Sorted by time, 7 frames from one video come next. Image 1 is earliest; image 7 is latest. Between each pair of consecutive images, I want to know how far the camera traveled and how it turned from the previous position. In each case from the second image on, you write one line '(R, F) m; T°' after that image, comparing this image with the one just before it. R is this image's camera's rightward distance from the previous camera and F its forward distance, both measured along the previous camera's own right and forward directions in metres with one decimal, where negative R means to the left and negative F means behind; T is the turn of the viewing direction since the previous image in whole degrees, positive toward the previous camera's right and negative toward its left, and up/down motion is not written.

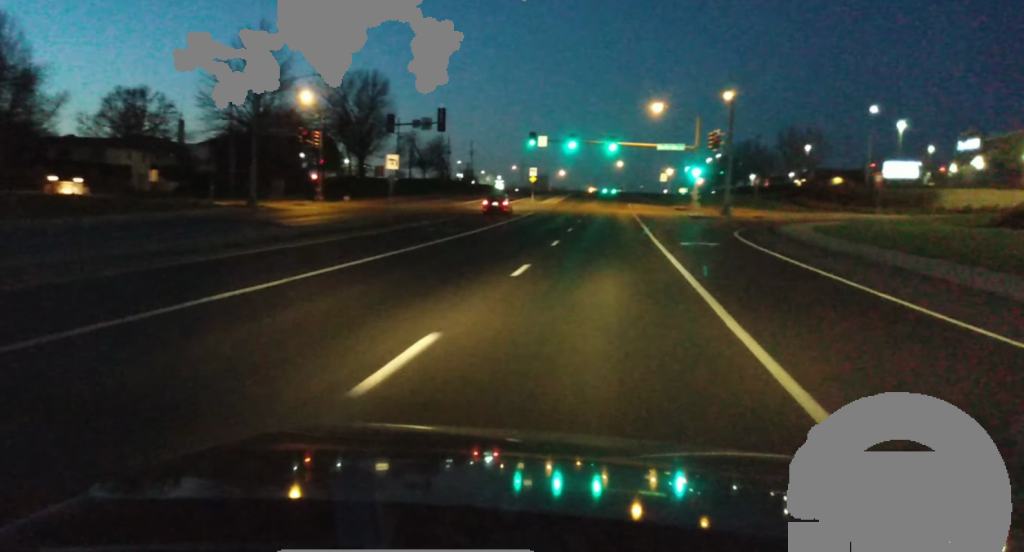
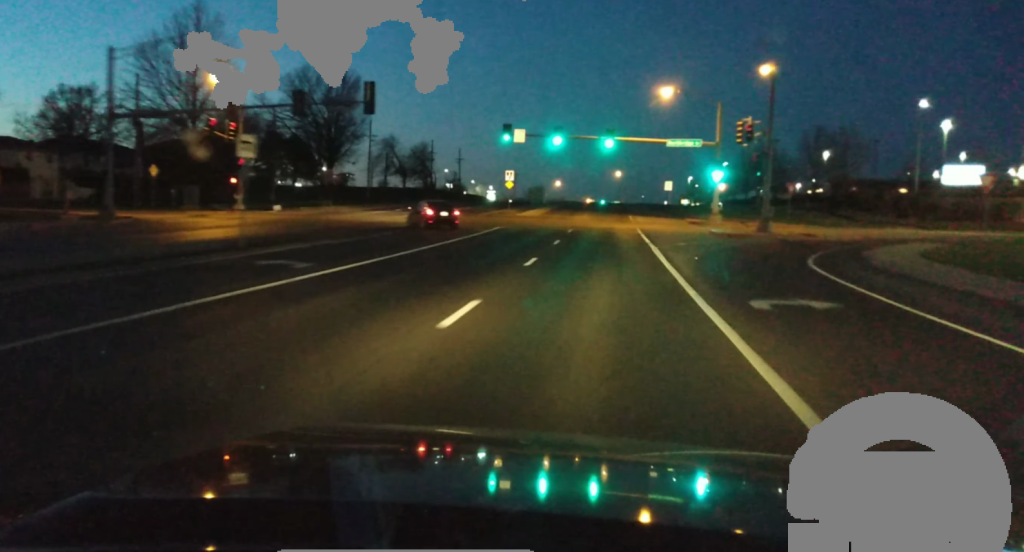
(-0.1, +19.5) m; 0°
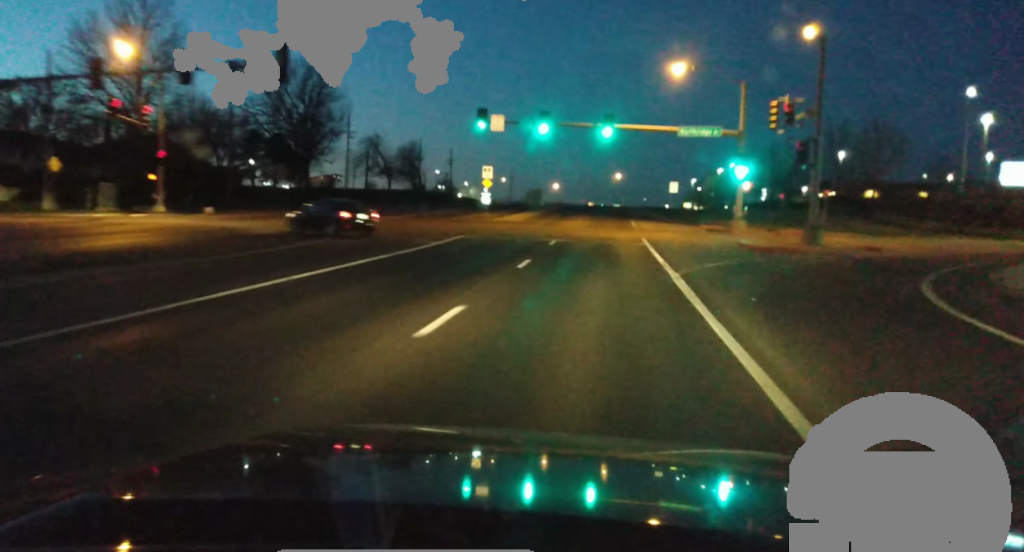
(0.0, +12.4) m; 0°
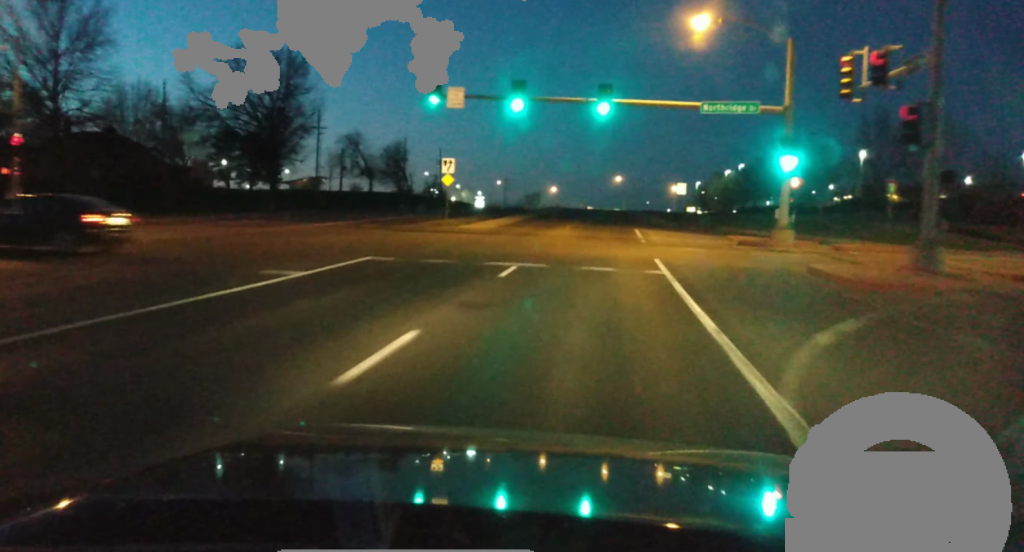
(0.0, +14.8) m; 0°
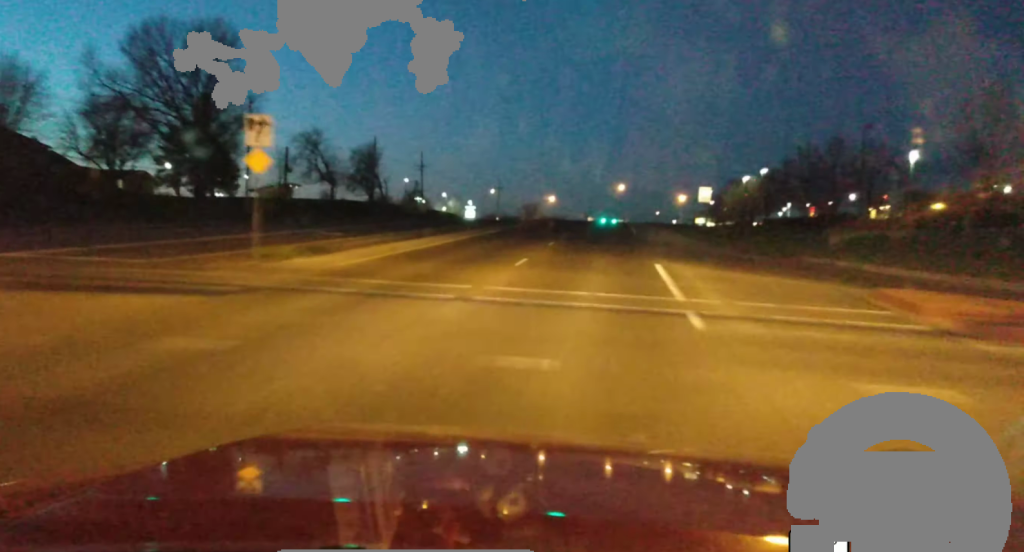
(0.0, +24.6) m; 0°
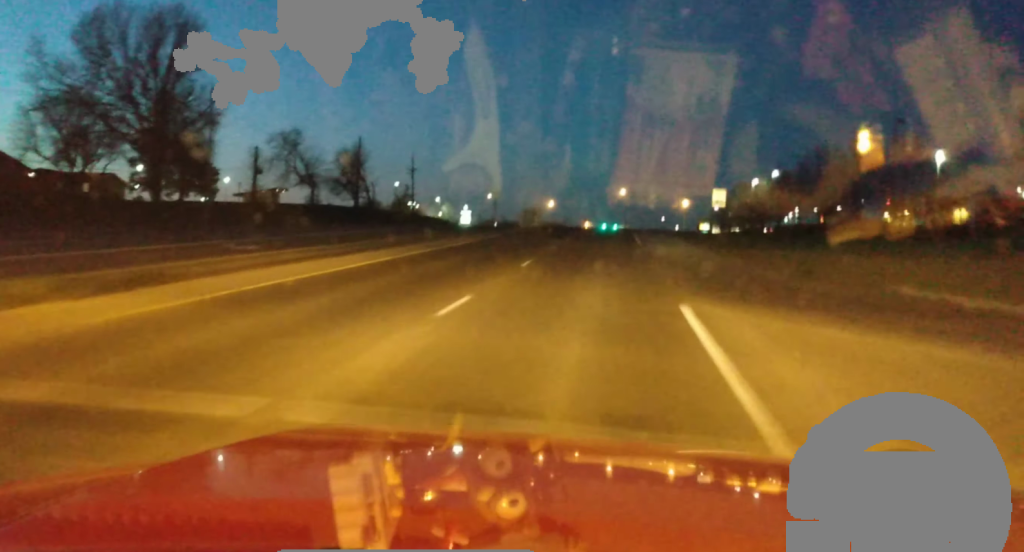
(0.0, +10.9) m; 0°
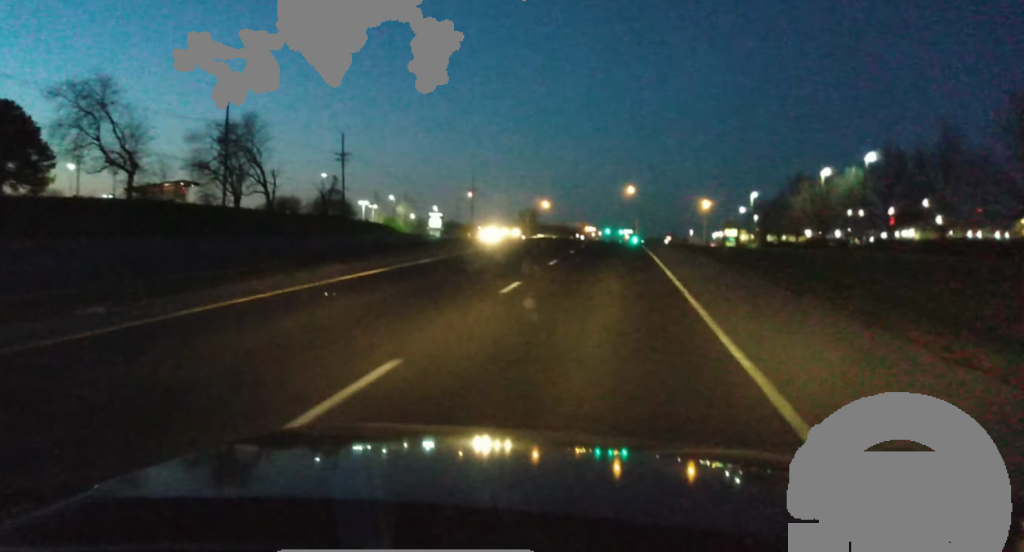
(+1.1, +55.1) m; +3°
